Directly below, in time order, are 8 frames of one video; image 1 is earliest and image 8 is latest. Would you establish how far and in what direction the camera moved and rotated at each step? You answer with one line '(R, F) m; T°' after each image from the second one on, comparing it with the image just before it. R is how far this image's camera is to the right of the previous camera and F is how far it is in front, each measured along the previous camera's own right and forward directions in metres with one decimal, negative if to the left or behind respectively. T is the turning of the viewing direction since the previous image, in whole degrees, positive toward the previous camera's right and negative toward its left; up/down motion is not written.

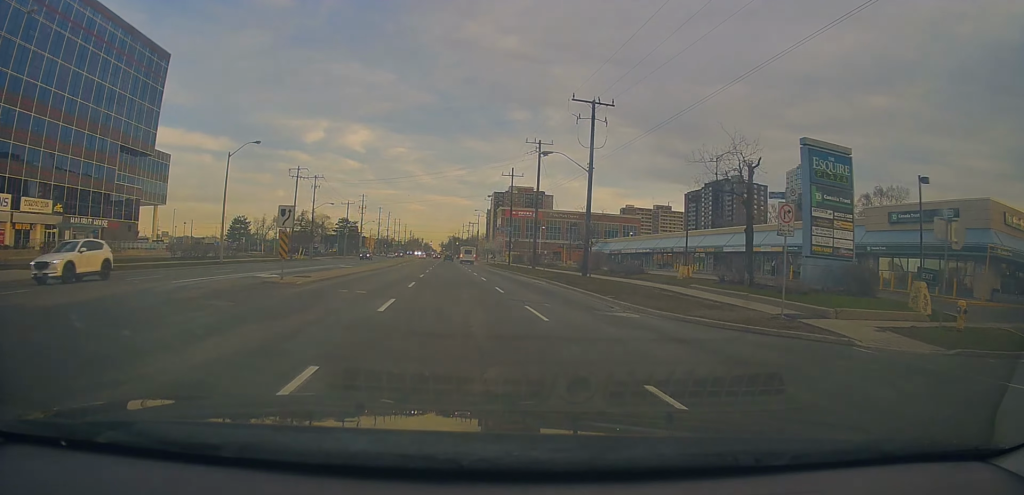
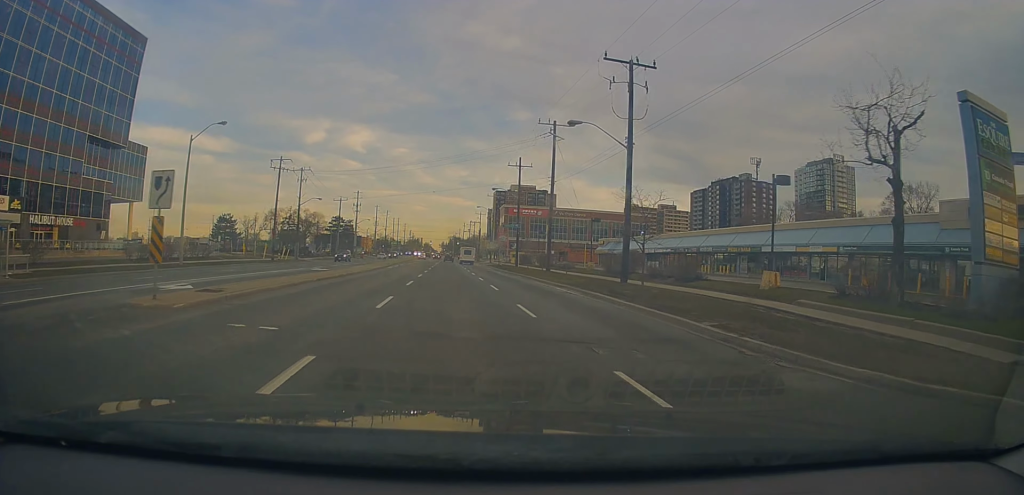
(+0.3, +8.9) m; +1°
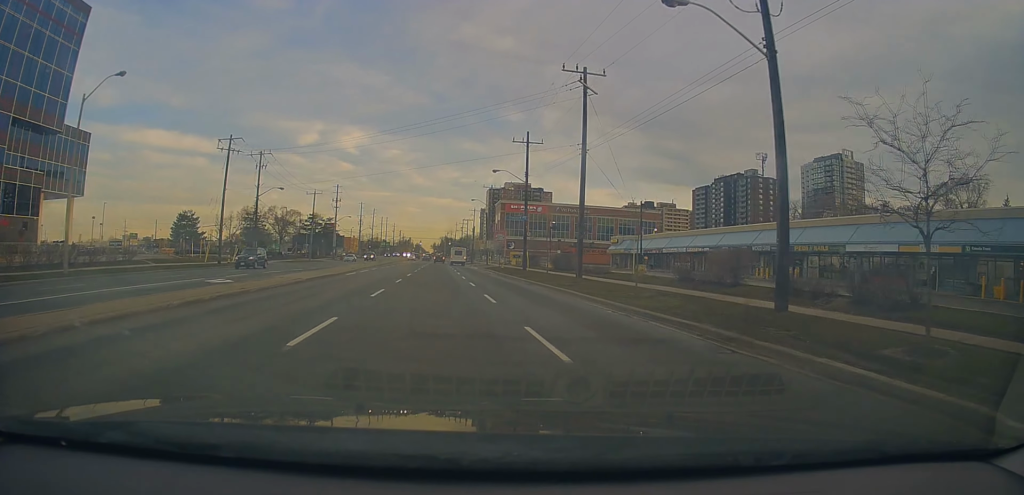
(-0.1, +15.5) m; +1°
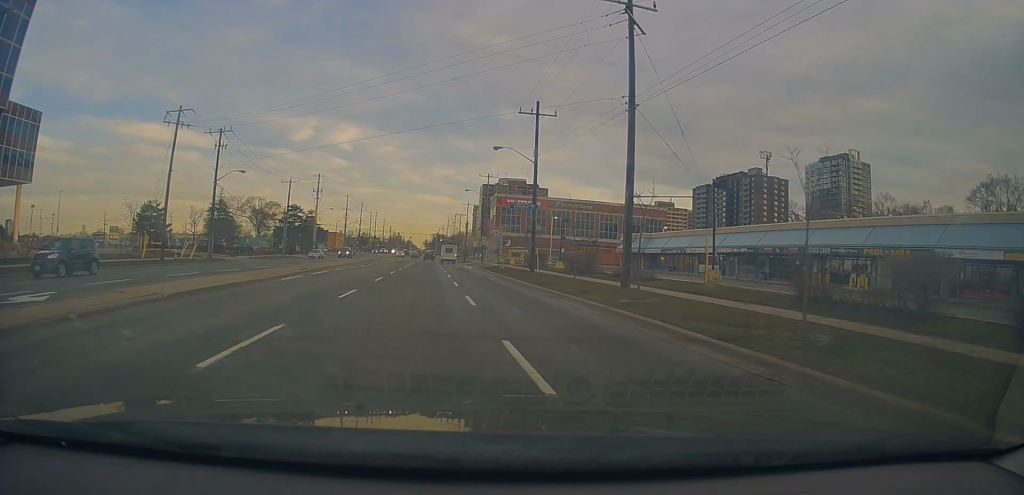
(+0.2, +11.0) m; +1°
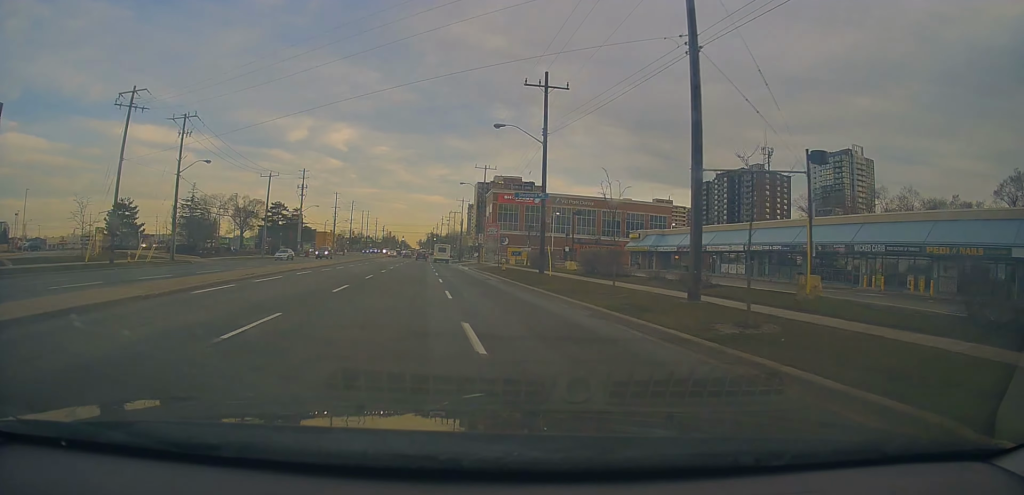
(-0.1, +7.3) m; 0°
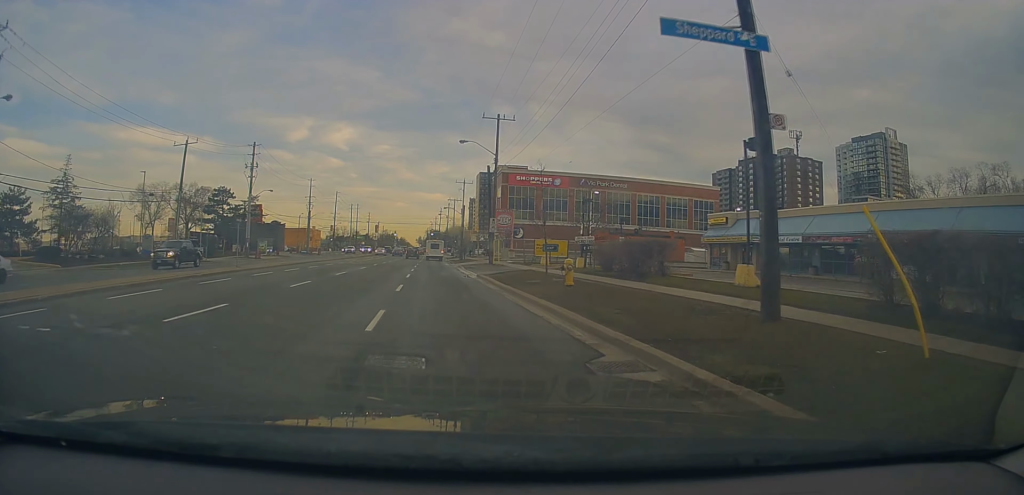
(-0.1, +26.3) m; +1°
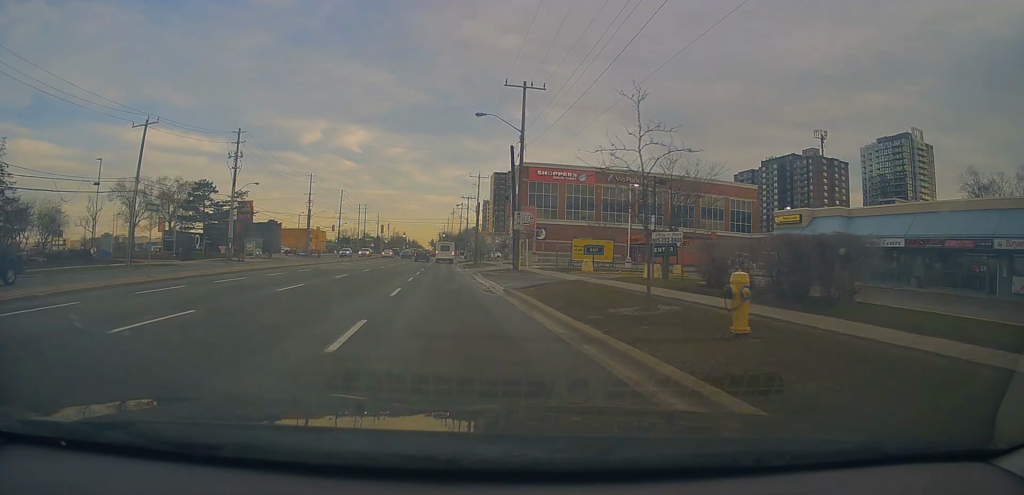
(+0.3, +10.6) m; 0°
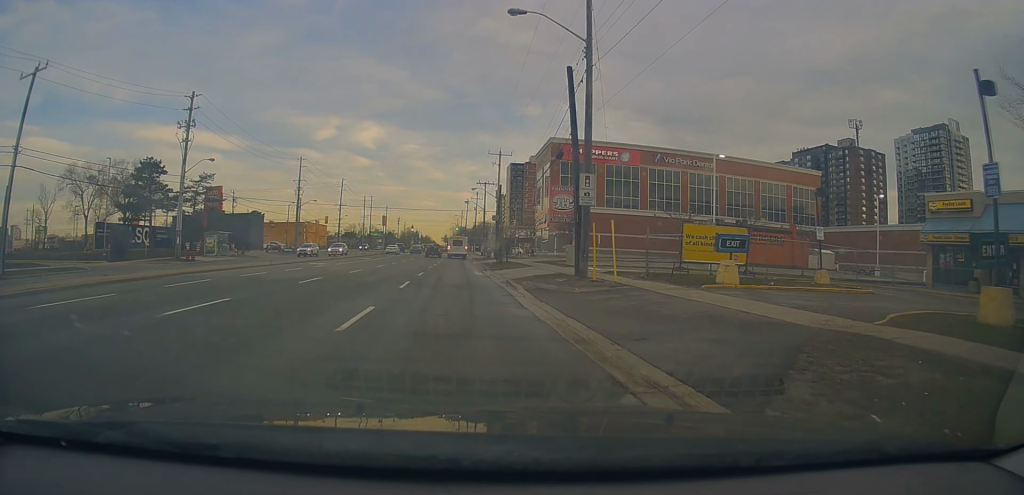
(-0.5, +16.7) m; -2°
